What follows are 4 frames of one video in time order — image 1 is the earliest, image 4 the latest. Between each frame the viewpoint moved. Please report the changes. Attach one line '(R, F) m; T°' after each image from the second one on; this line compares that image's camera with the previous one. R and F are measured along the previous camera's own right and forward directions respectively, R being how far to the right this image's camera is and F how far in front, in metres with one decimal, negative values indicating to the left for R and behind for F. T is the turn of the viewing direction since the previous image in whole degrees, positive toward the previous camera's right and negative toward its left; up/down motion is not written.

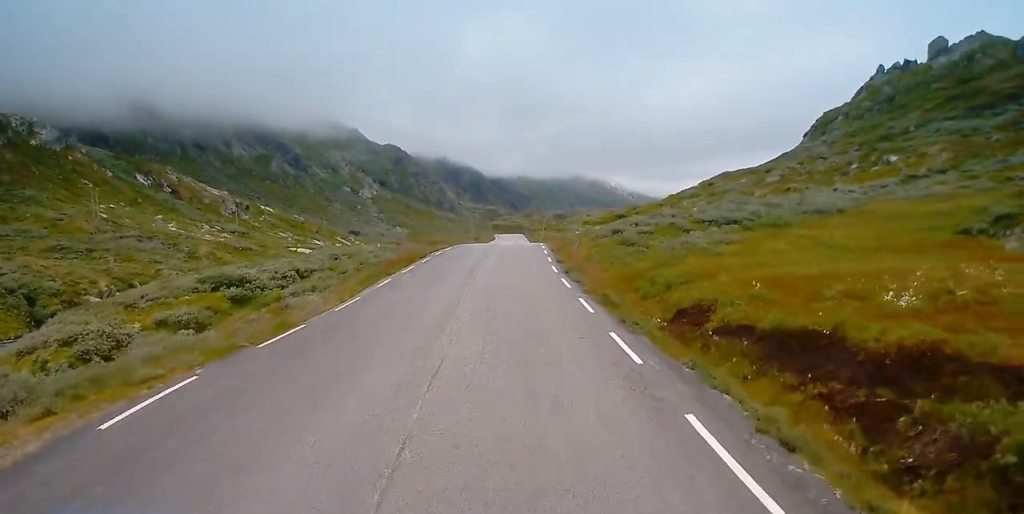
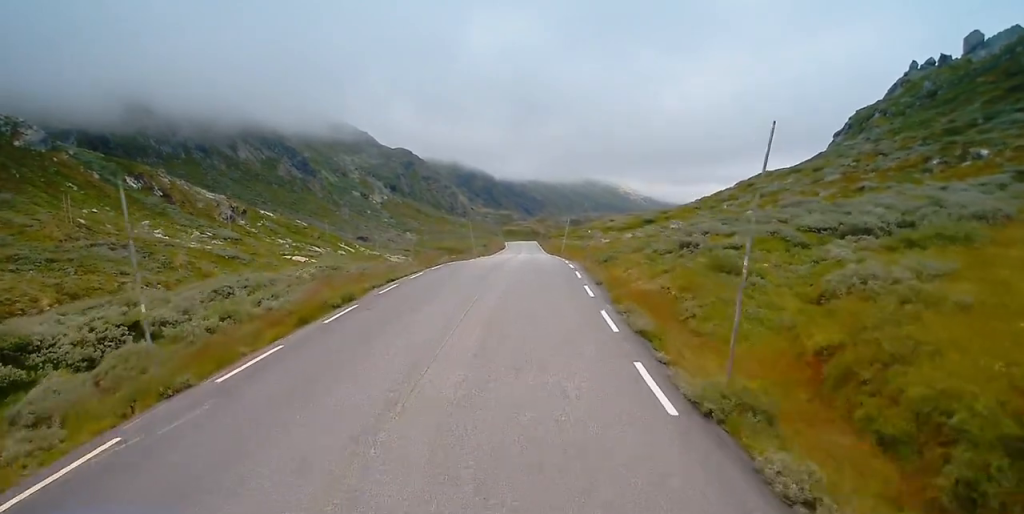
(-0.3, +21.3) m; 0°
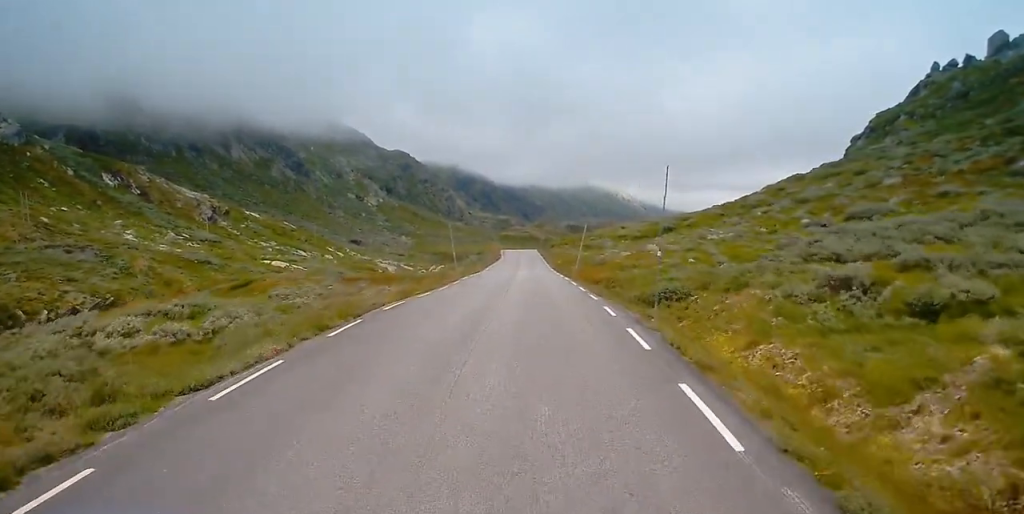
(-0.2, +19.2) m; -1°
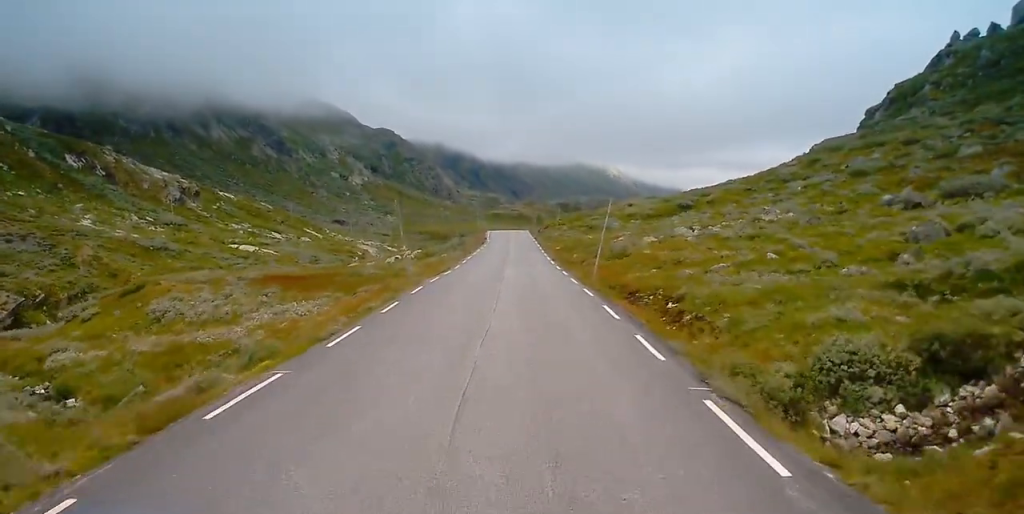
(+0.4, +18.9) m; +2°
